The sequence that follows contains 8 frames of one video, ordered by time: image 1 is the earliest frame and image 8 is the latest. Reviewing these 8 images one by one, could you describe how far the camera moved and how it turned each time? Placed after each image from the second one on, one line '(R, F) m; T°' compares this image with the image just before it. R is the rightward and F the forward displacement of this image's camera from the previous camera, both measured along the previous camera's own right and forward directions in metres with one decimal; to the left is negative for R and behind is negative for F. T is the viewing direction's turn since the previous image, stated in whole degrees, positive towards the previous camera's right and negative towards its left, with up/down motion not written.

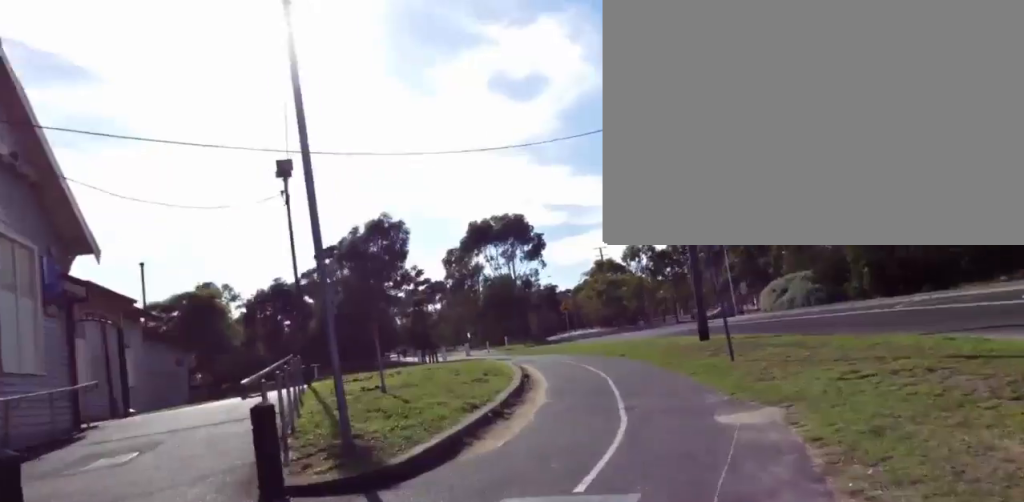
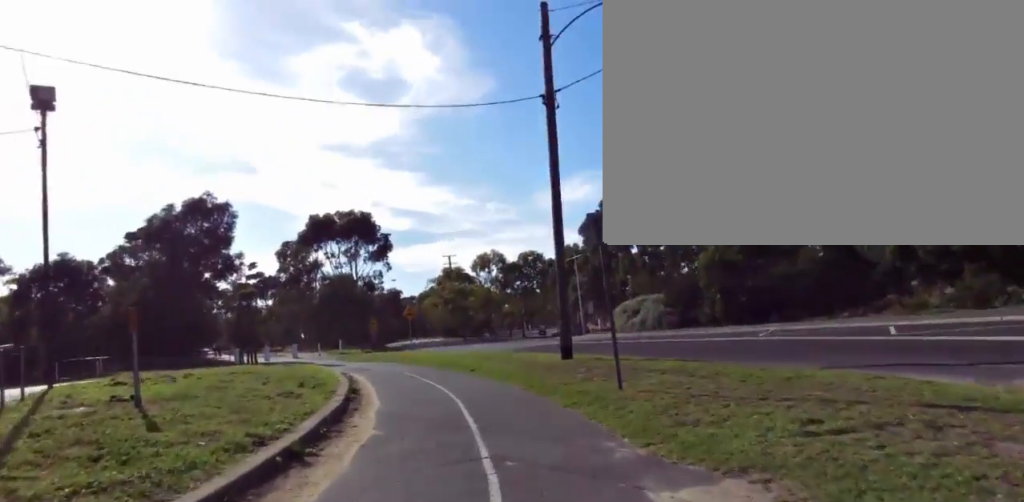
(-0.6, +2.8) m; 0°
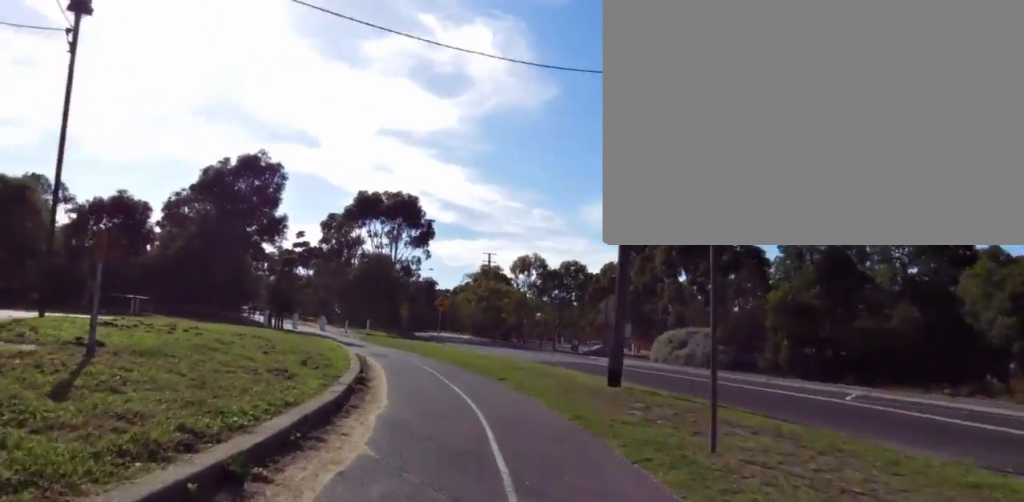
(+0.4, +2.4) m; -1°
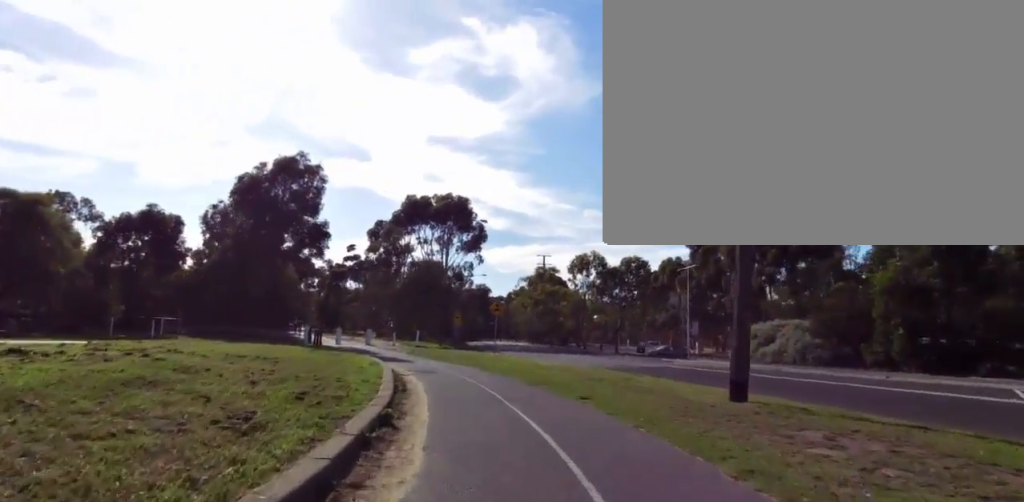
(+0.8, +3.5) m; -2°
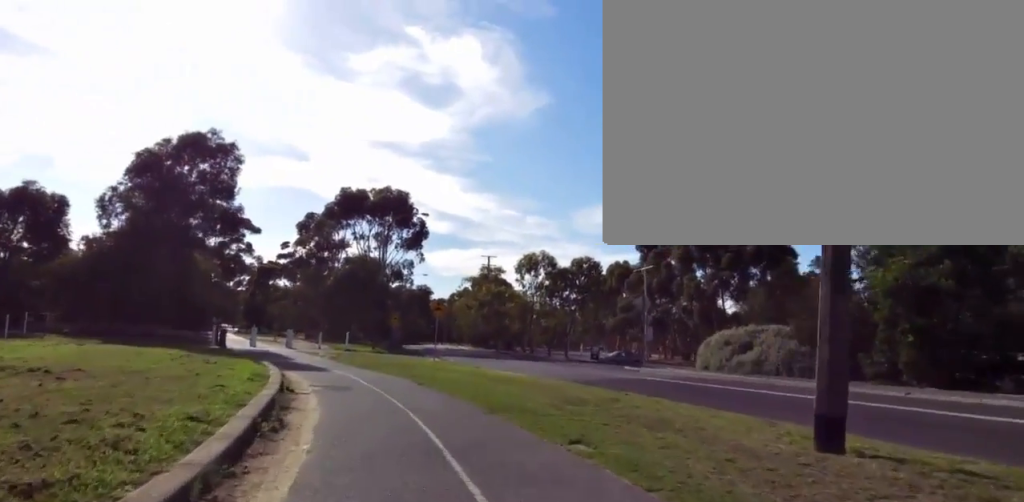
(-1.1, +4.2) m; -10°
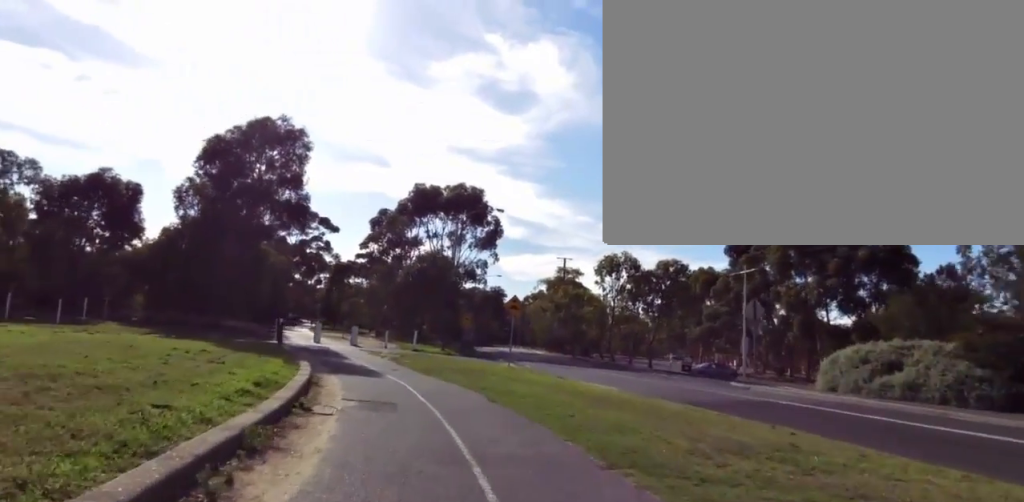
(-0.3, +3.9) m; -4°
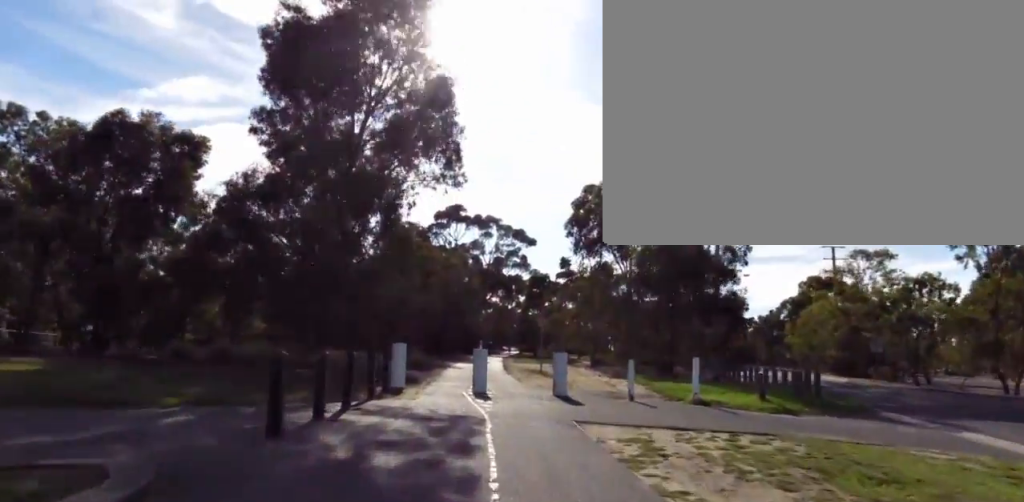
(0.0, +17.7) m; 0°
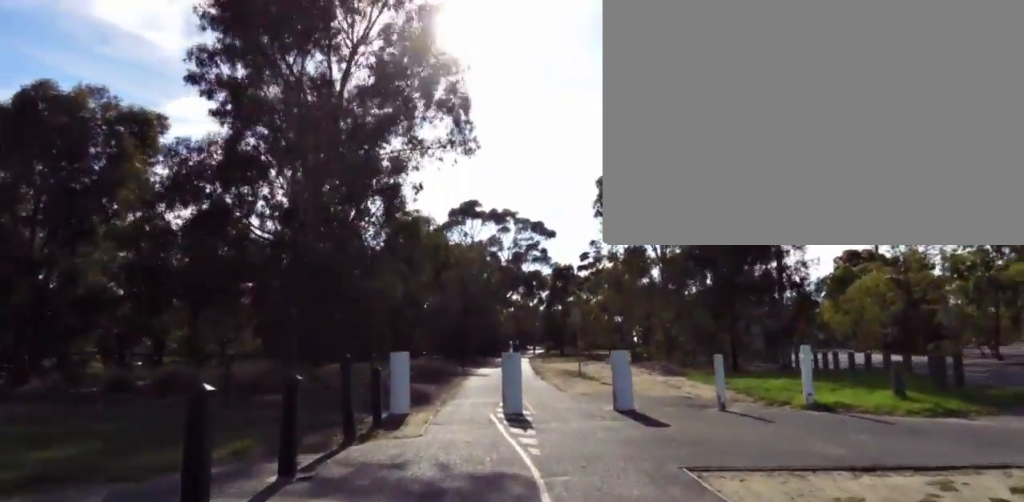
(0.0, +3.6) m; 0°
